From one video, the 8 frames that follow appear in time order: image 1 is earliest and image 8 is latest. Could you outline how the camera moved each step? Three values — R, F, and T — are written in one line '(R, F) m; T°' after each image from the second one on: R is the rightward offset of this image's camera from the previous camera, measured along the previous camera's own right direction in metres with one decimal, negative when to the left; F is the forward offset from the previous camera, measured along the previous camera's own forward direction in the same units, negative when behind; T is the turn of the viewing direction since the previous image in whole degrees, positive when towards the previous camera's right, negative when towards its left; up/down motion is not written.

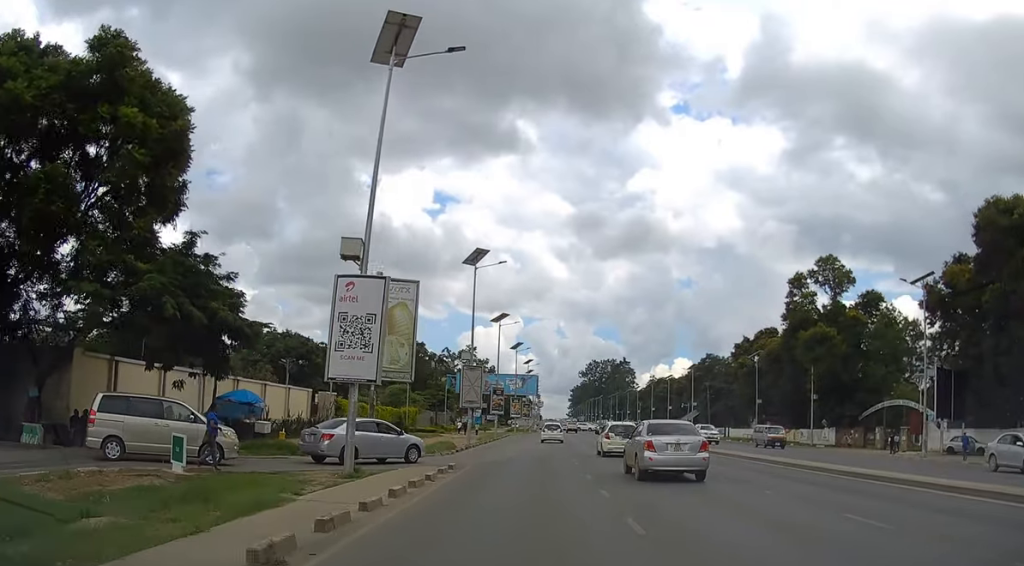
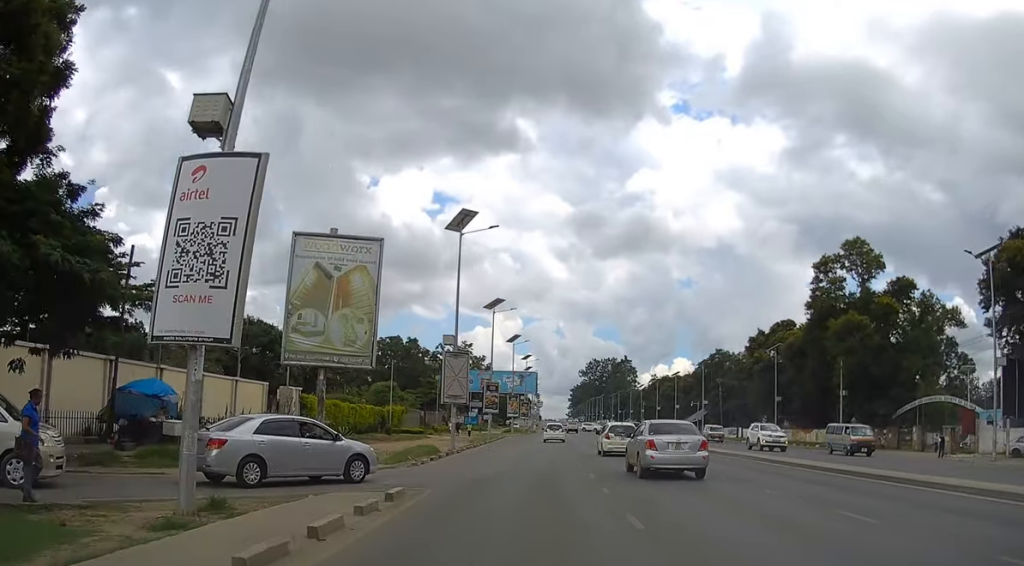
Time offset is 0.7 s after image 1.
(0.0, +8.2) m; 0°
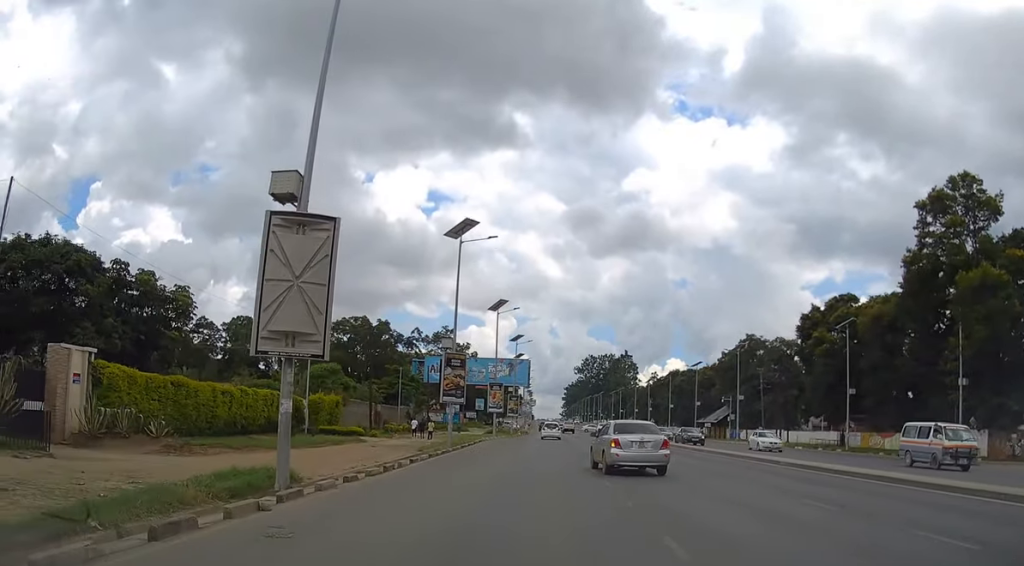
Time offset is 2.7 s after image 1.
(-0.1, +23.5) m; 0°
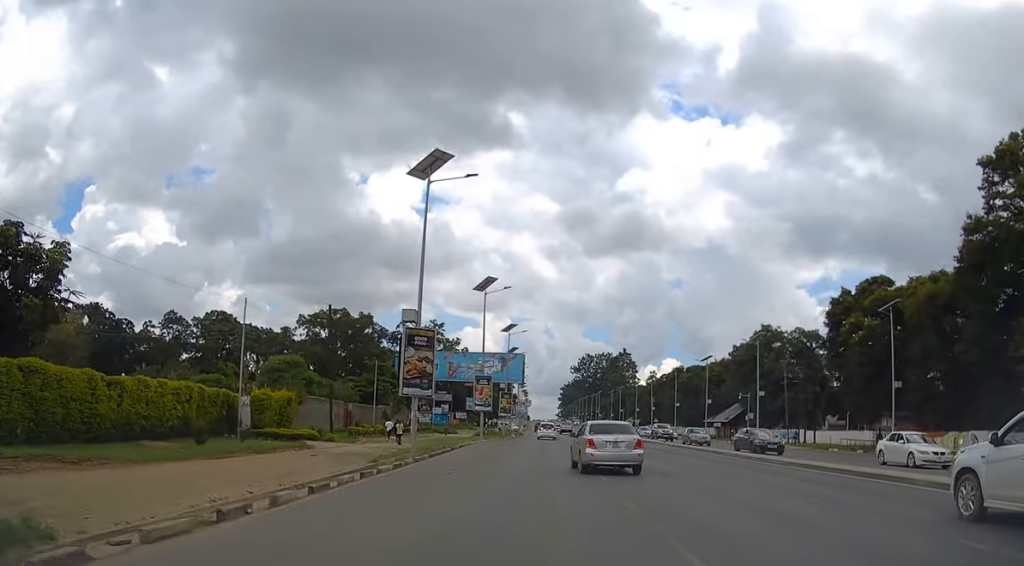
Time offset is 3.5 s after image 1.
(+0.1, +10.0) m; 0°
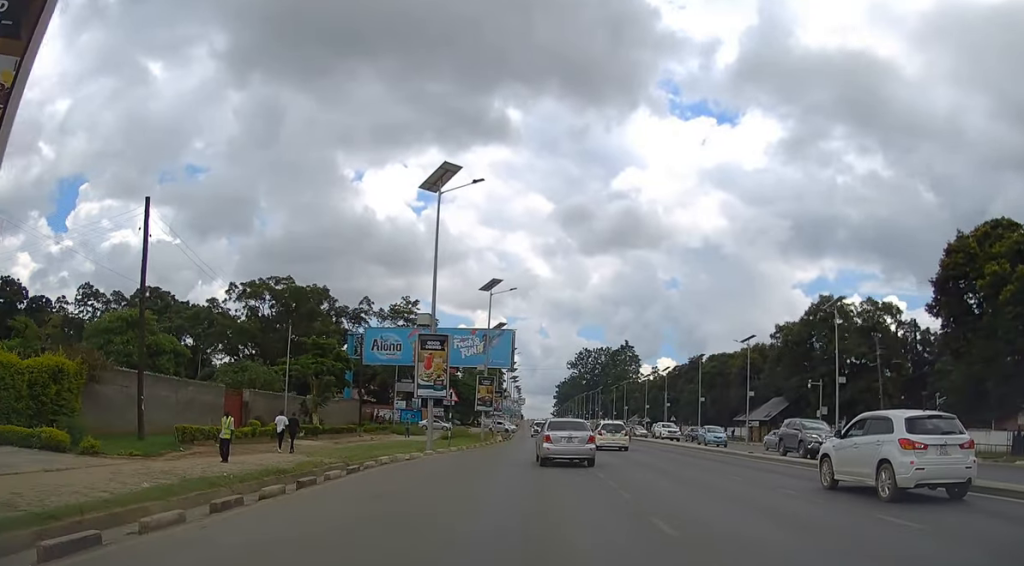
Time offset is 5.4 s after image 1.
(+0.3, +23.6) m; +1°
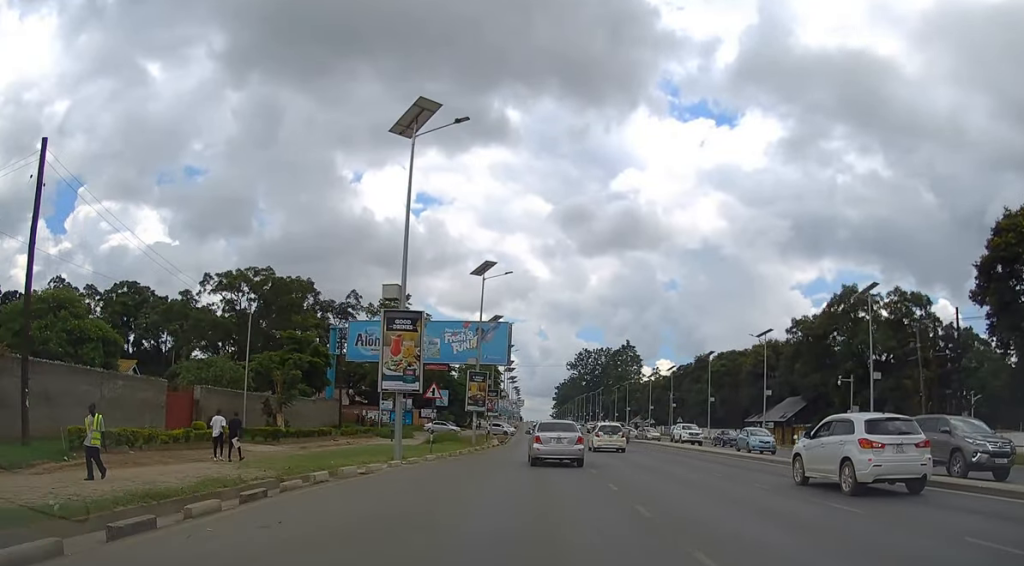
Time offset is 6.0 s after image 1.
(0.0, +6.6) m; 0°
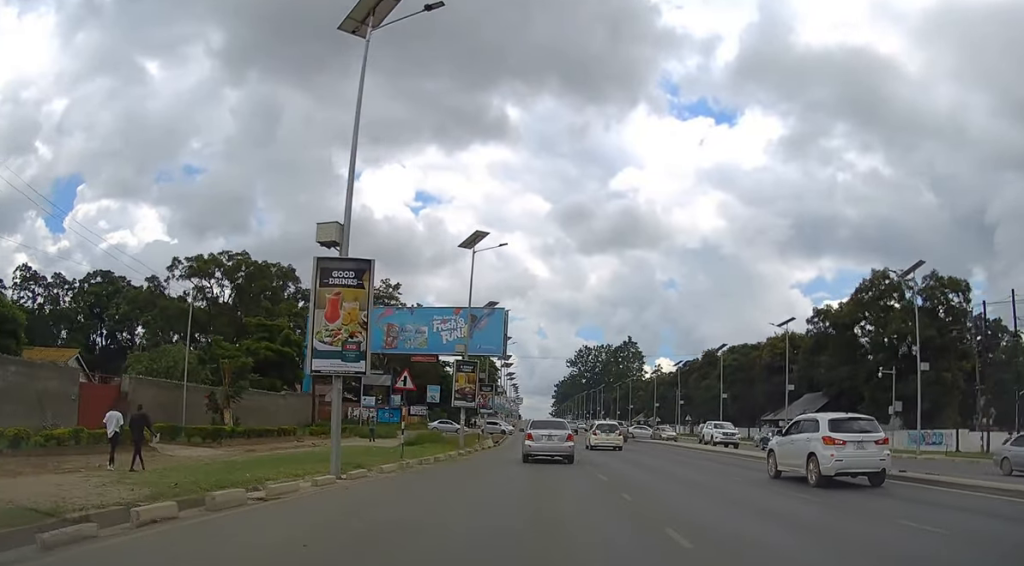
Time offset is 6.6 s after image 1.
(0.0, +7.2) m; 0°
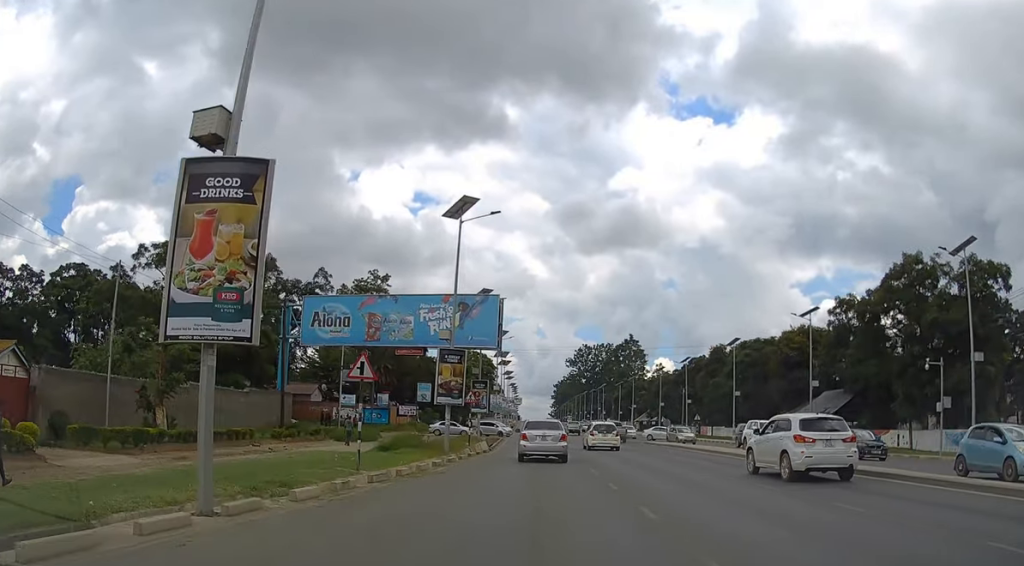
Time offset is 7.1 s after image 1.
(0.0, +6.6) m; 0°
